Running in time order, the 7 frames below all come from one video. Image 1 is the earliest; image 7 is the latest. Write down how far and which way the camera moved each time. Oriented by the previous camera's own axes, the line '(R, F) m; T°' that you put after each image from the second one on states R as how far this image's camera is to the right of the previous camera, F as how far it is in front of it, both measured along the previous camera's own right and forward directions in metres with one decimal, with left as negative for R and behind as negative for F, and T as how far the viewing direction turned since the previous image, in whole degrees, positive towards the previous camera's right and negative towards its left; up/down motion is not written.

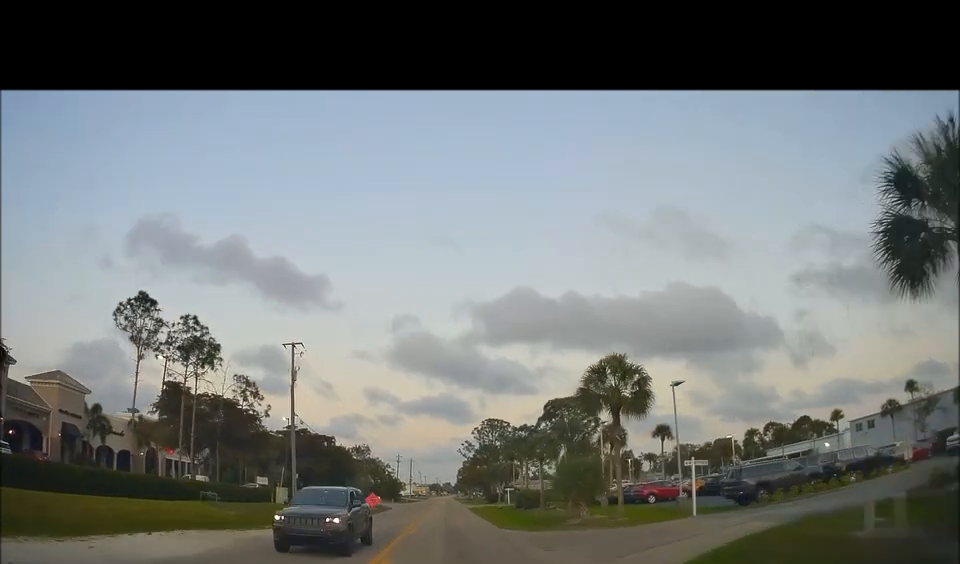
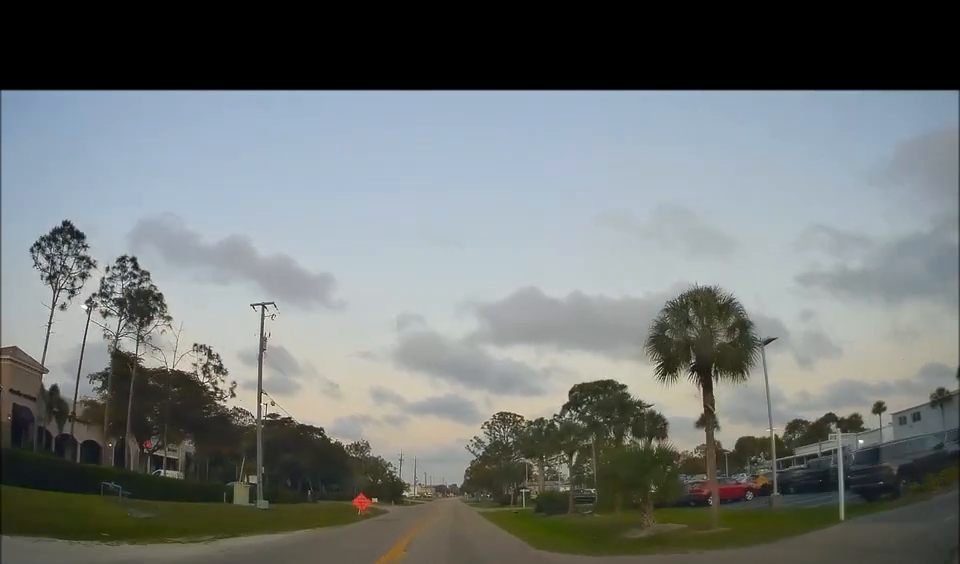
(-0.4, +8.8) m; 0°
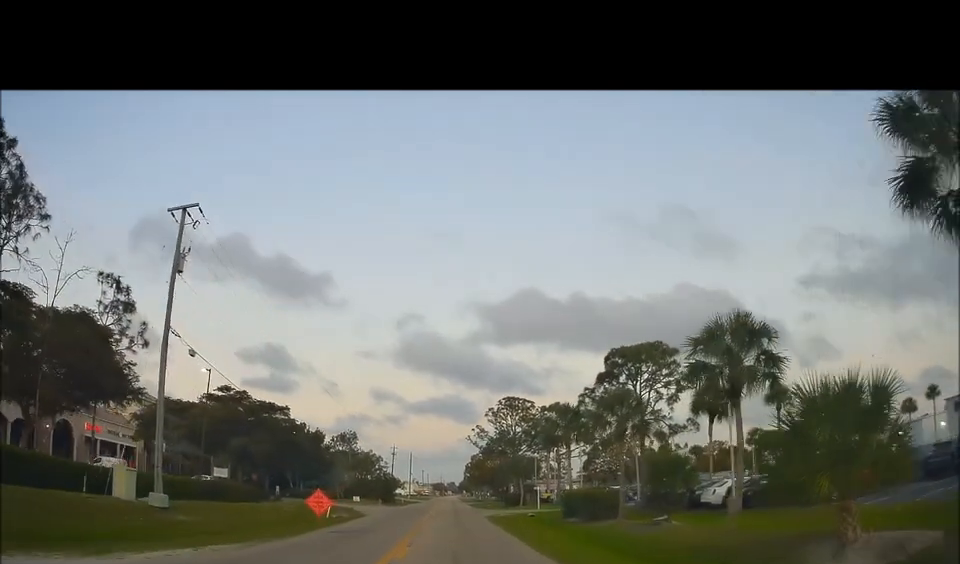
(+0.2, +11.6) m; 0°
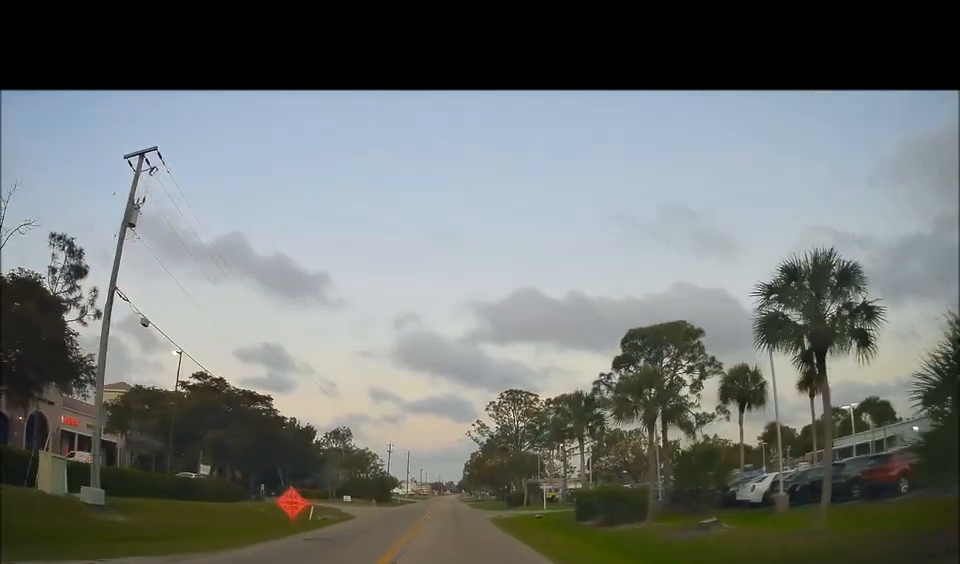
(-0.3, +4.2) m; 0°
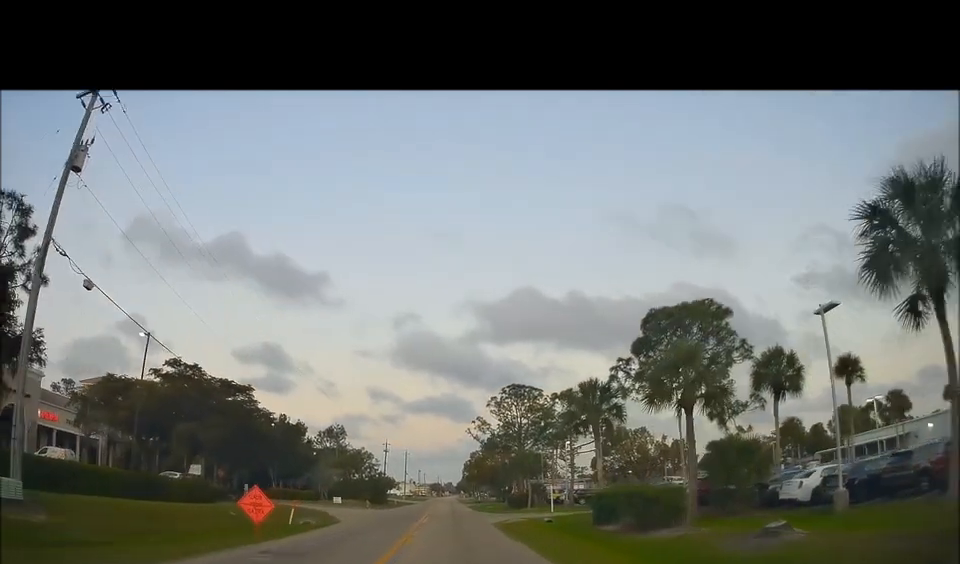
(+0.1, +4.0) m; +1°
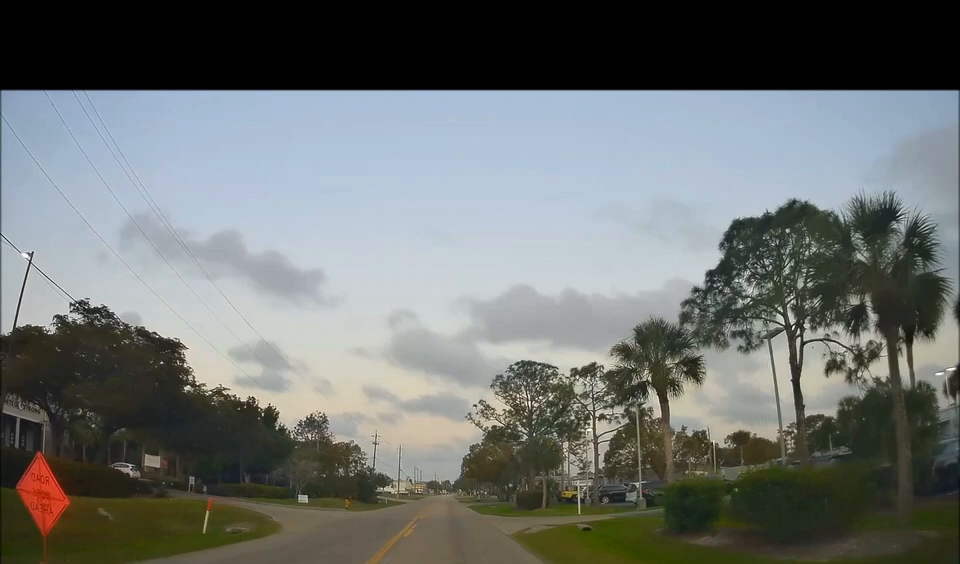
(+0.4, +10.4) m; +2°
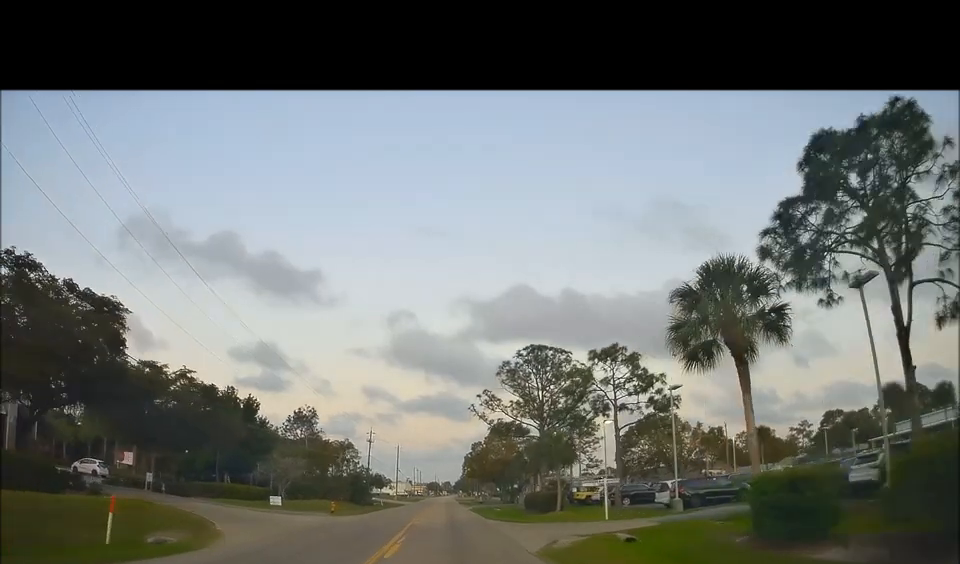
(0.0, +6.1) m; 0°
